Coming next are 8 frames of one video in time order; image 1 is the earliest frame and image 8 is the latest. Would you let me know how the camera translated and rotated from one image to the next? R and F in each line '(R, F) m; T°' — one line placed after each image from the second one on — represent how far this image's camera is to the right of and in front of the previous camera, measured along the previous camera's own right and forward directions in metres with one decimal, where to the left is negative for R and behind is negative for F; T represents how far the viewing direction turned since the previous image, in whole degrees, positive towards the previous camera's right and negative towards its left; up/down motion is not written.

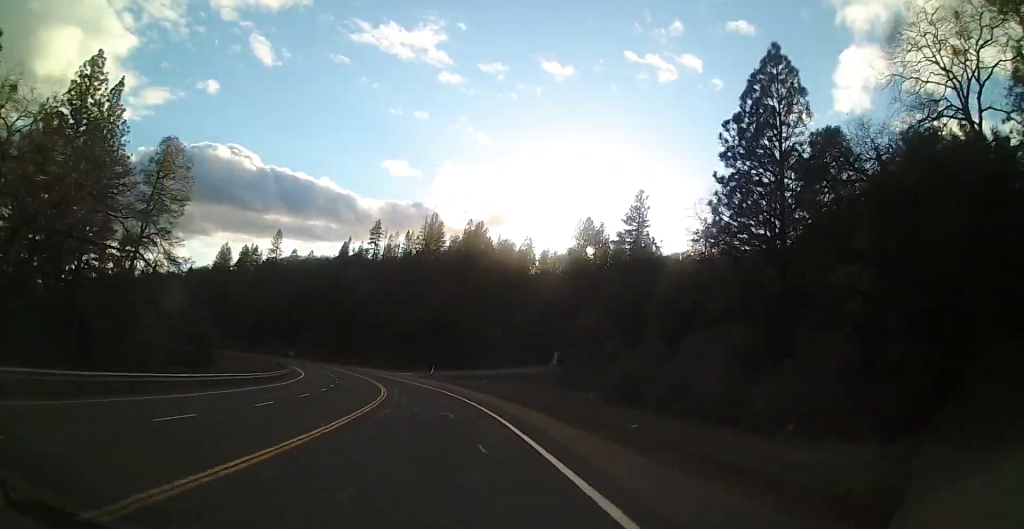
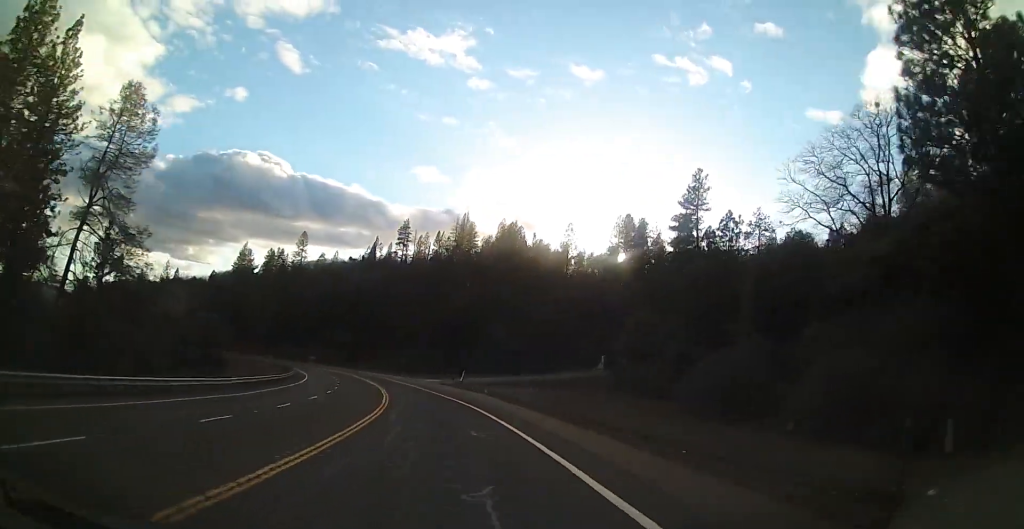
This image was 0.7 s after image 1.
(+0.3, +16.4) m; 0°
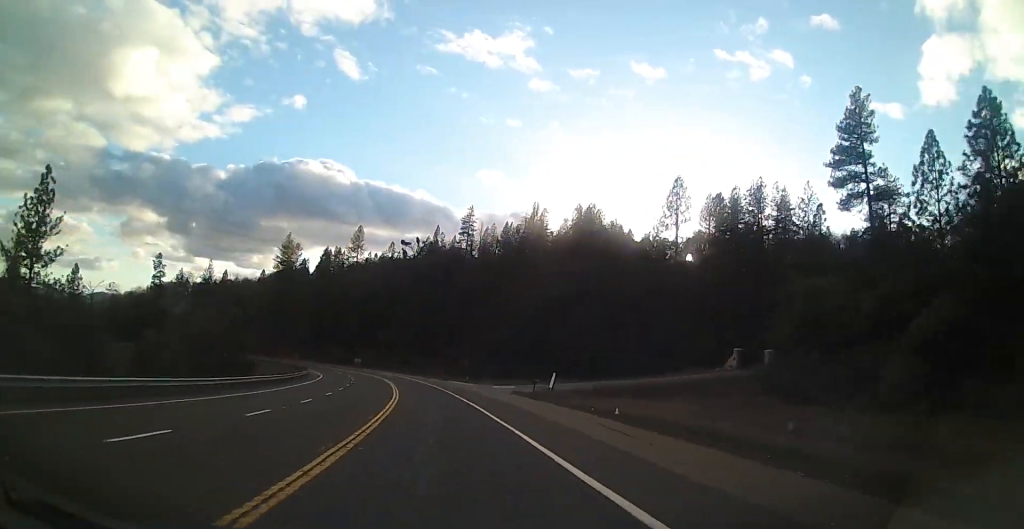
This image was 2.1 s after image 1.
(-1.9, +30.6) m; -8°
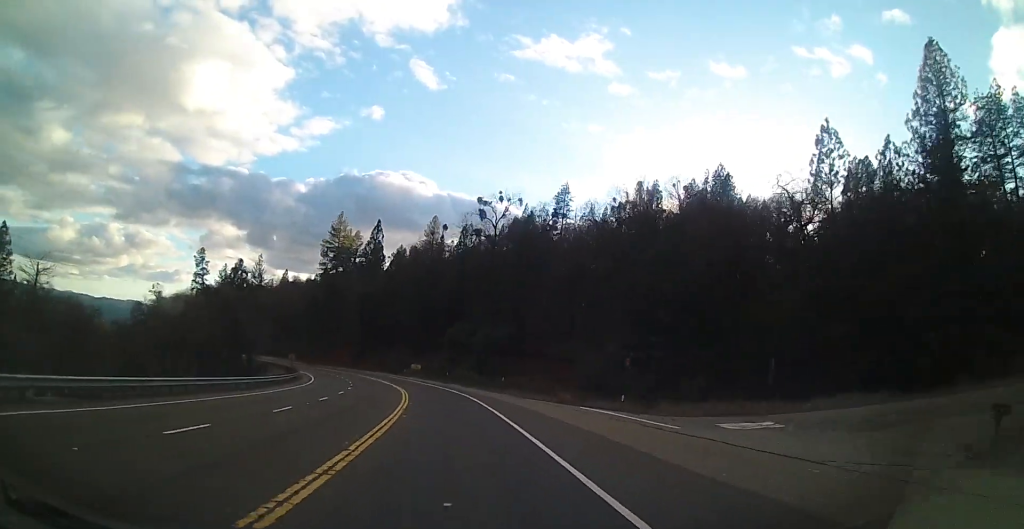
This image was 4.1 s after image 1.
(-4.4, +45.4) m; -10°
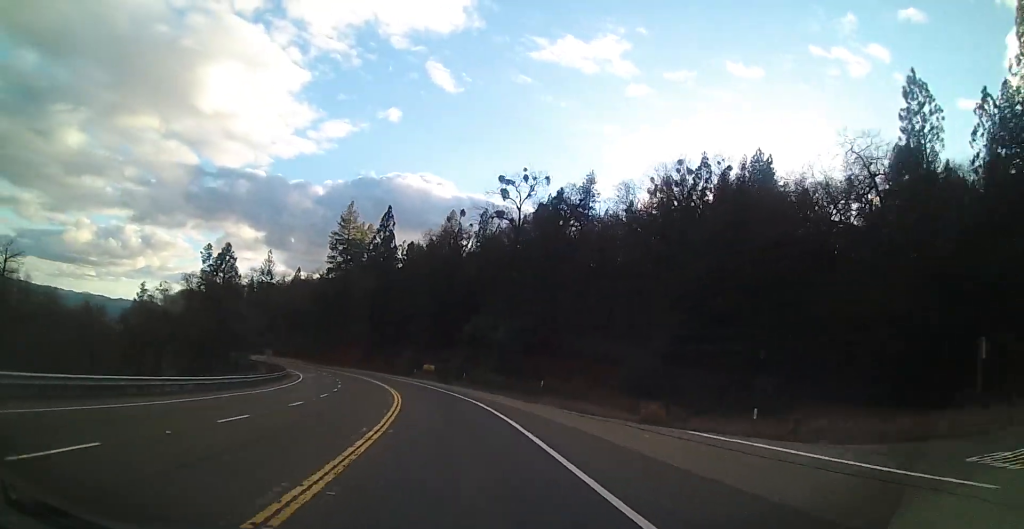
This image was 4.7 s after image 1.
(0.0, +13.1) m; -2°
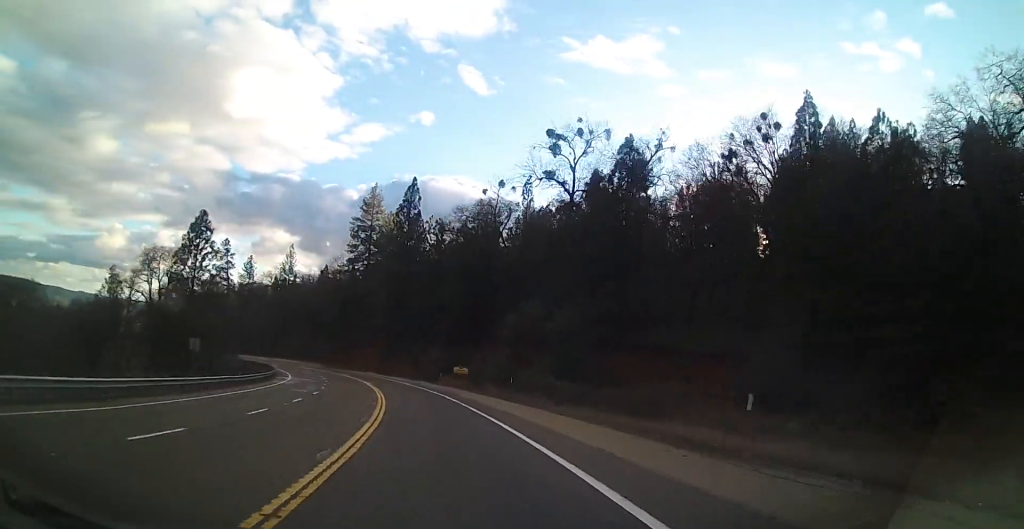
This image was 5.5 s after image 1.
(-0.7, +19.8) m; -4°
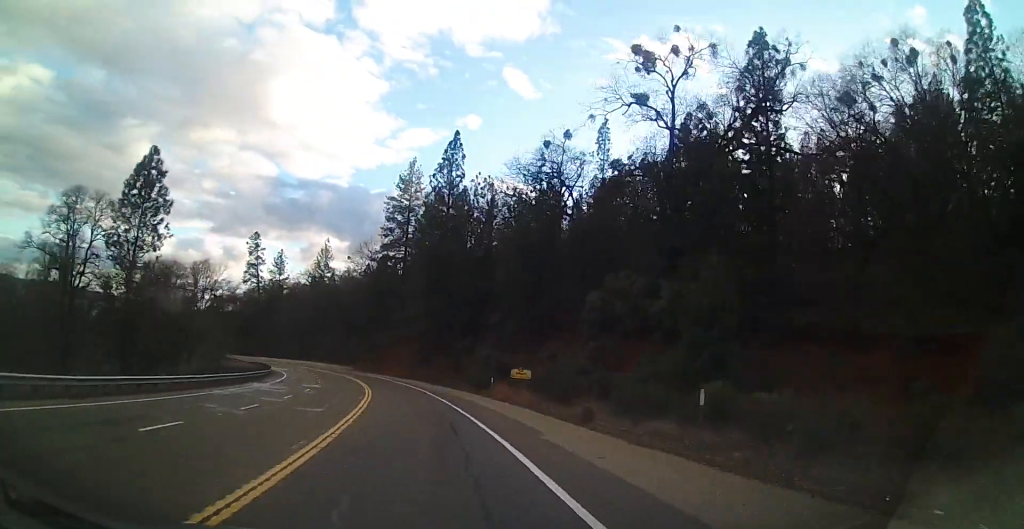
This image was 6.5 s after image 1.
(-1.0, +21.9) m; -9°
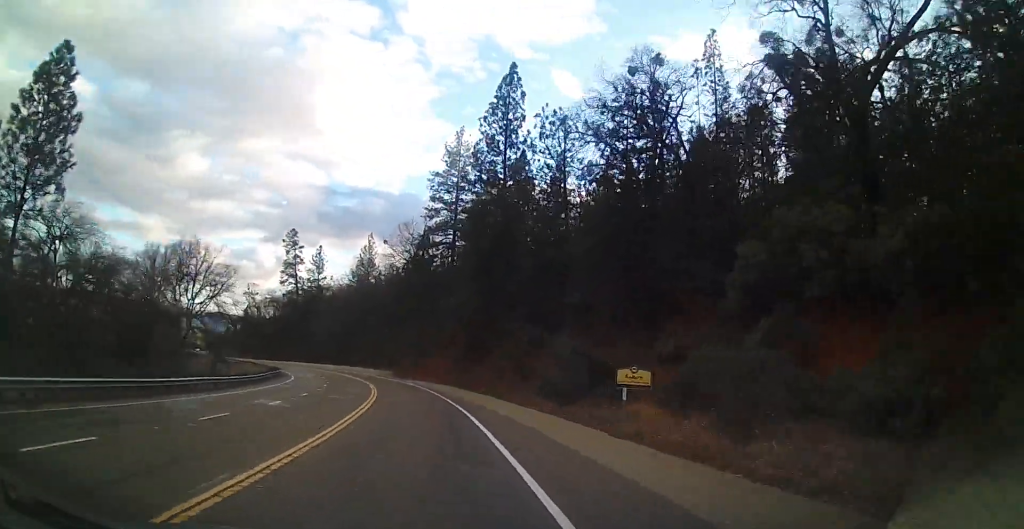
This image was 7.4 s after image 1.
(-2.1, +19.3) m; -5°
